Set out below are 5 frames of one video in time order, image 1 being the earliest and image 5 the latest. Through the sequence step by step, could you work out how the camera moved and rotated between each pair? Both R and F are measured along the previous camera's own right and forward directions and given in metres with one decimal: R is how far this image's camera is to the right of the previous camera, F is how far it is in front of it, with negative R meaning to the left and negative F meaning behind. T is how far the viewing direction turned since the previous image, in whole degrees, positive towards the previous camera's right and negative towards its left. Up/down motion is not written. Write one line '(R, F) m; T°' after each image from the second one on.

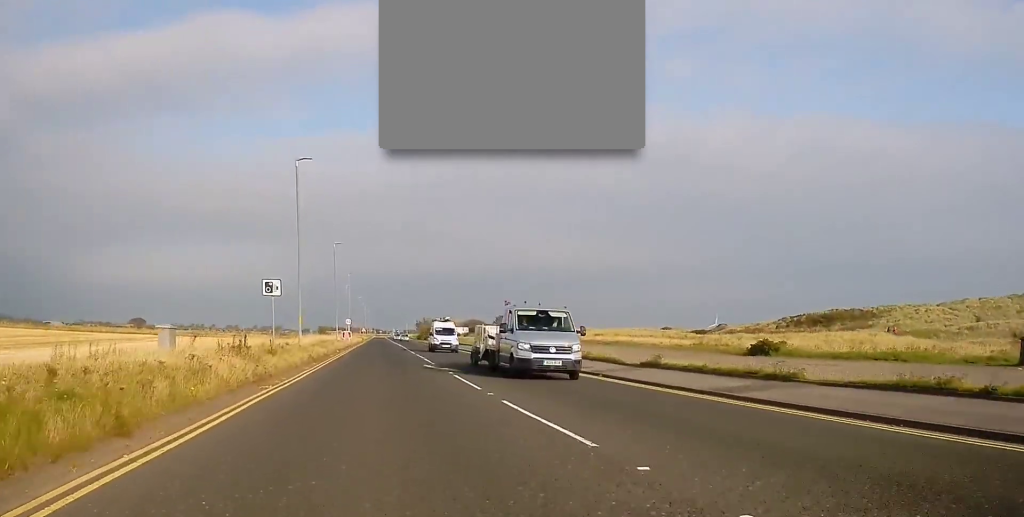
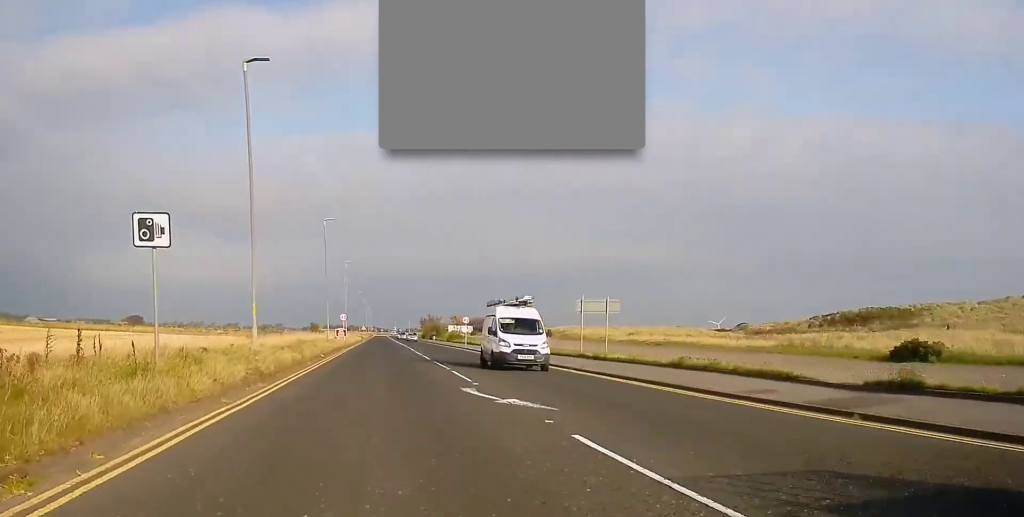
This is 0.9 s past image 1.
(-0.2, +15.0) m; -2°
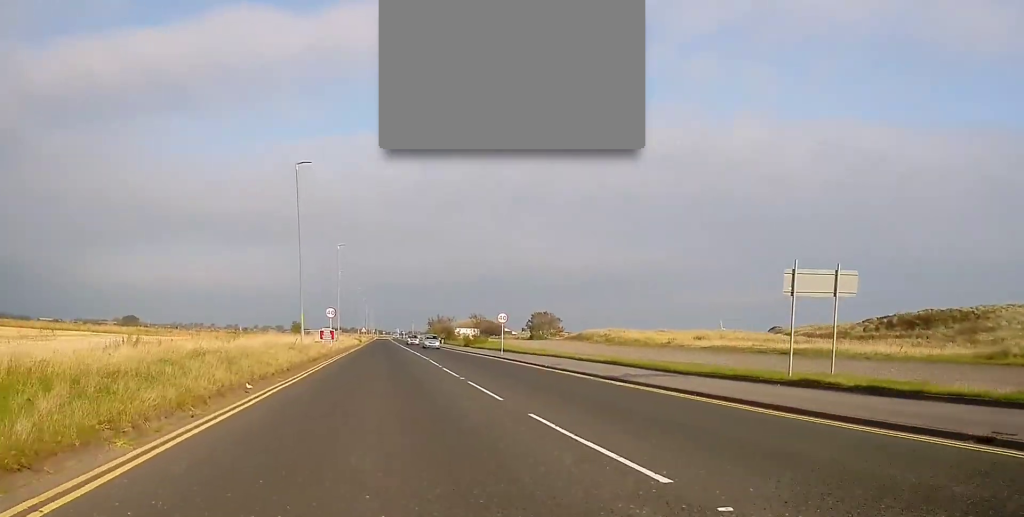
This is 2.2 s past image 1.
(-0.3, +22.1) m; 0°
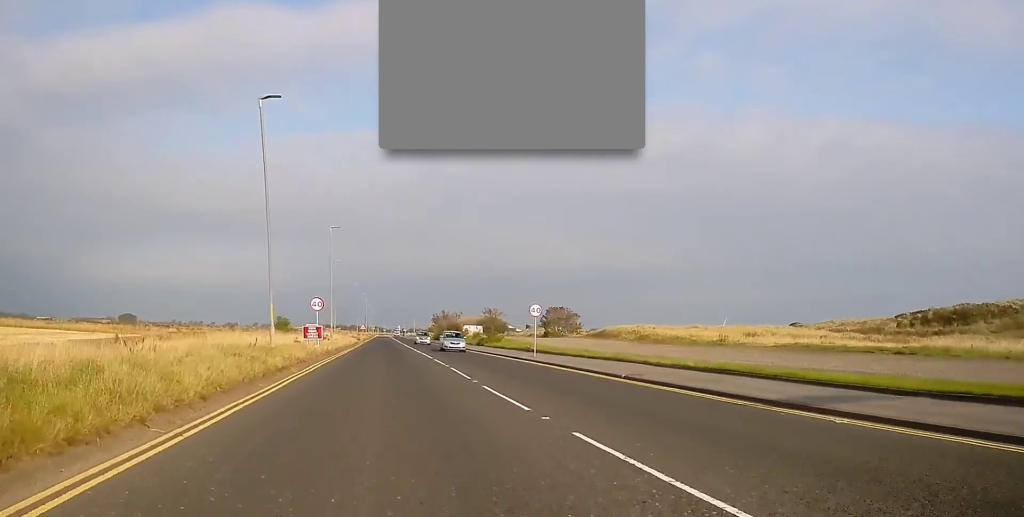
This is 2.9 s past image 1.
(+0.2, +11.9) m; +1°
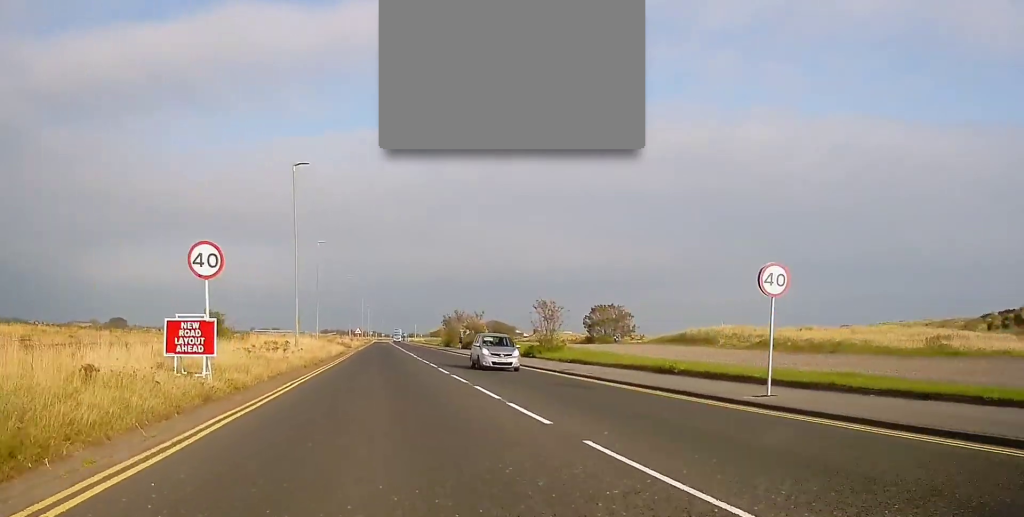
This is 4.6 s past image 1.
(0.0, +27.0) m; 0°
